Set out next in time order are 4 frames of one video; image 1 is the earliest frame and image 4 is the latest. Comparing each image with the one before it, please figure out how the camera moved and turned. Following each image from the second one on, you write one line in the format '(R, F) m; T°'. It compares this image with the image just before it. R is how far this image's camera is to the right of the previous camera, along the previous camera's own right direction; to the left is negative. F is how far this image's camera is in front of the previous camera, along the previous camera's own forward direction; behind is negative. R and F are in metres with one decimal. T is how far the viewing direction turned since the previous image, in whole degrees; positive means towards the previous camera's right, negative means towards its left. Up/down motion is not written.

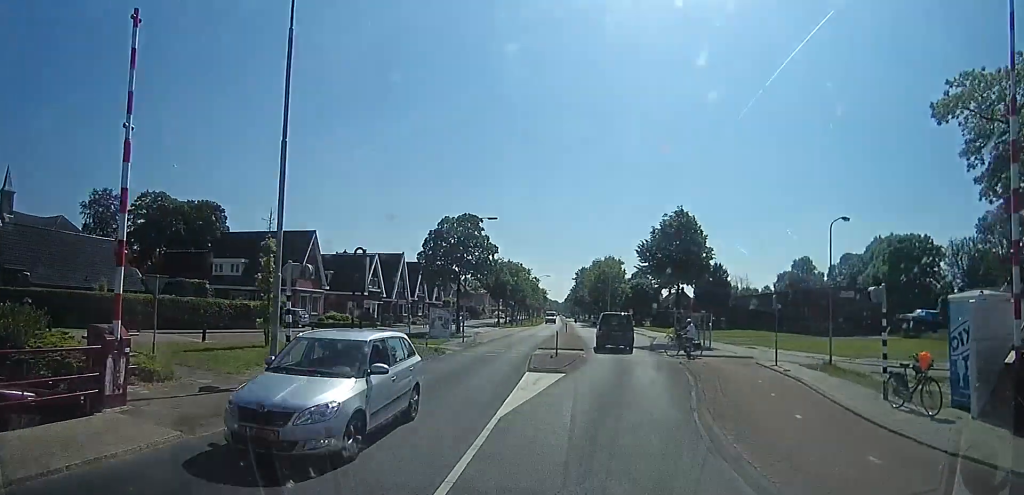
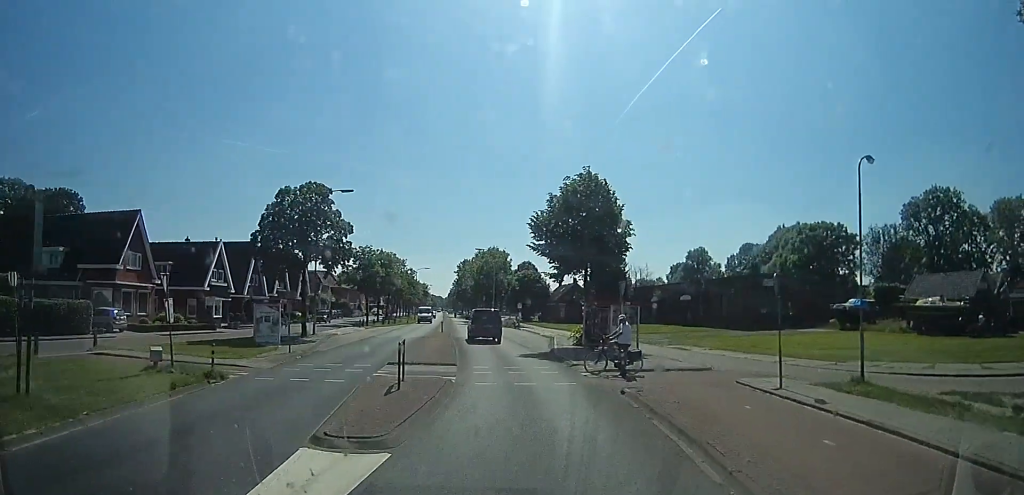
(+2.0, +8.3) m; +18°
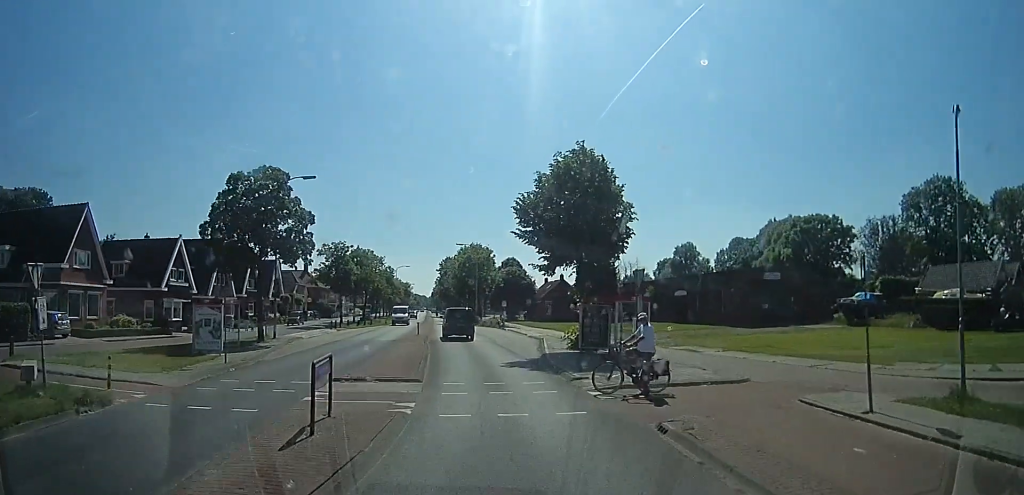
(0.0, +4.0) m; -3°
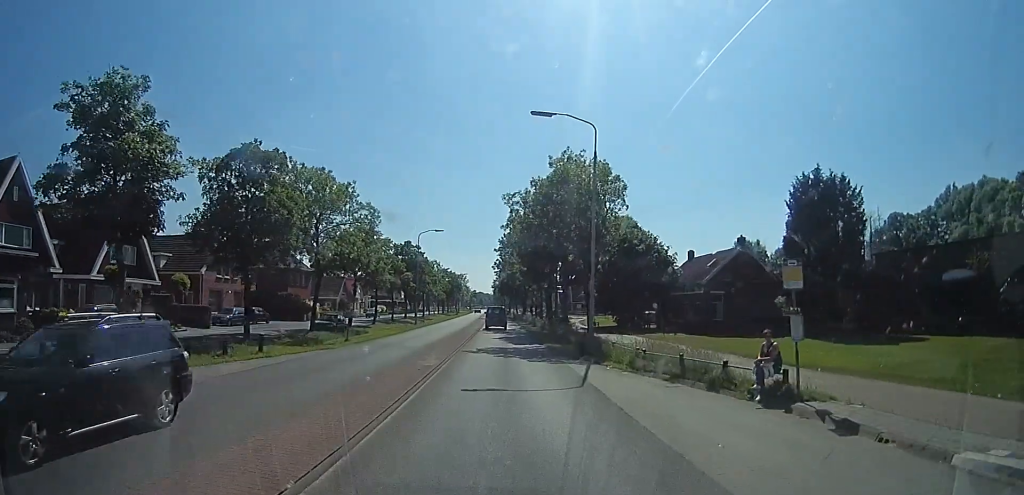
(-4.1, +42.5) m; -8°
